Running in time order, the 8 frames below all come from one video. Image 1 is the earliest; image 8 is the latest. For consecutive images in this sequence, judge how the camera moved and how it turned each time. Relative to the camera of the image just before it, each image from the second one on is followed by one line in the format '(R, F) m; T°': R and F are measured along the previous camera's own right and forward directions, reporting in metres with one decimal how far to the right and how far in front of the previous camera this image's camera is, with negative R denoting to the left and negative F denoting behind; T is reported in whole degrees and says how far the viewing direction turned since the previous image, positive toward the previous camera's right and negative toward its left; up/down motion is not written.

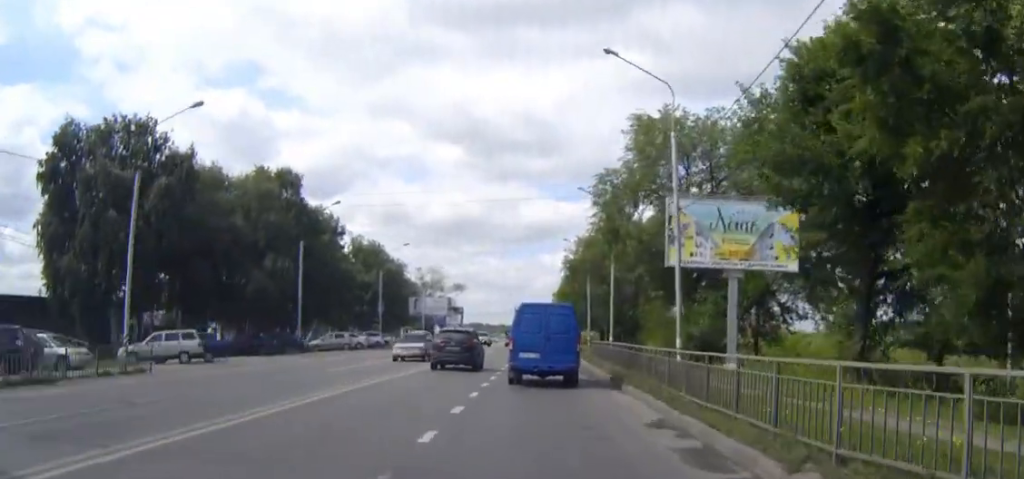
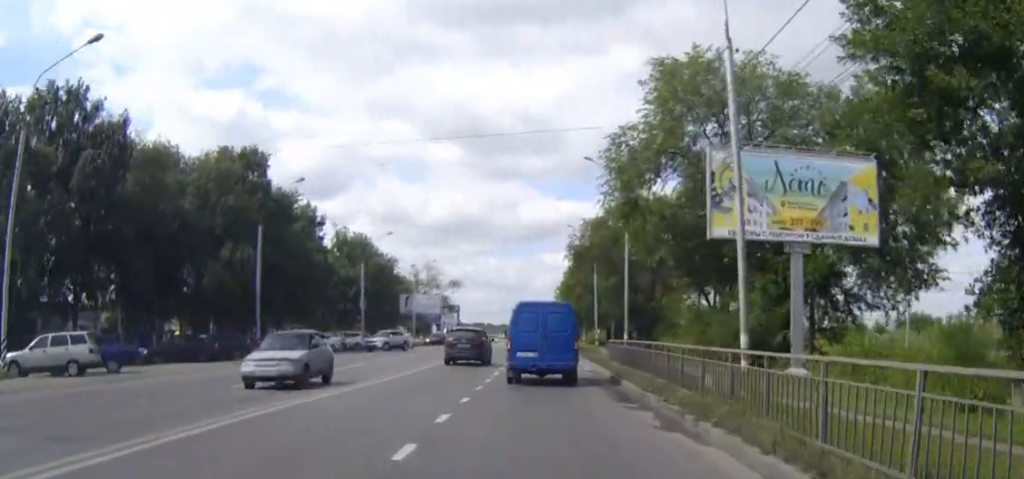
(0.0, +9.5) m; 0°
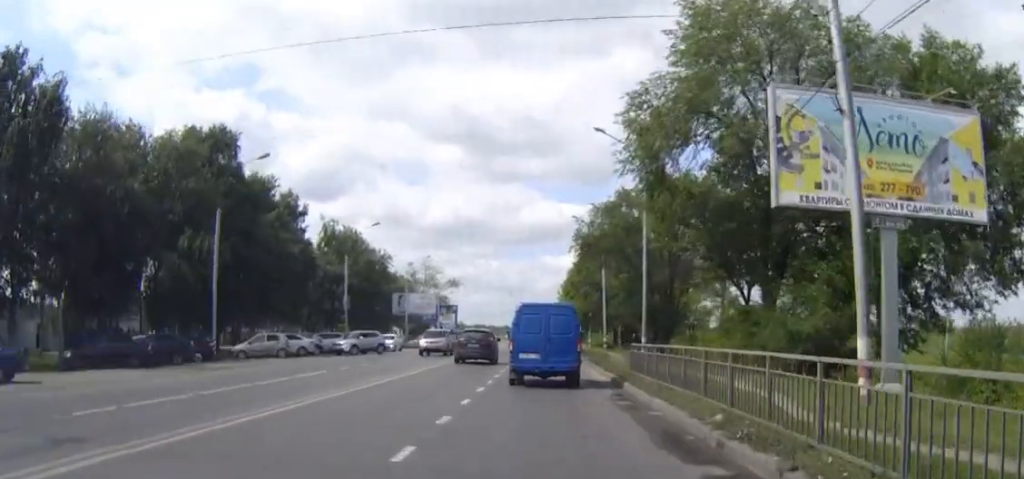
(0.0, +7.6) m; 0°
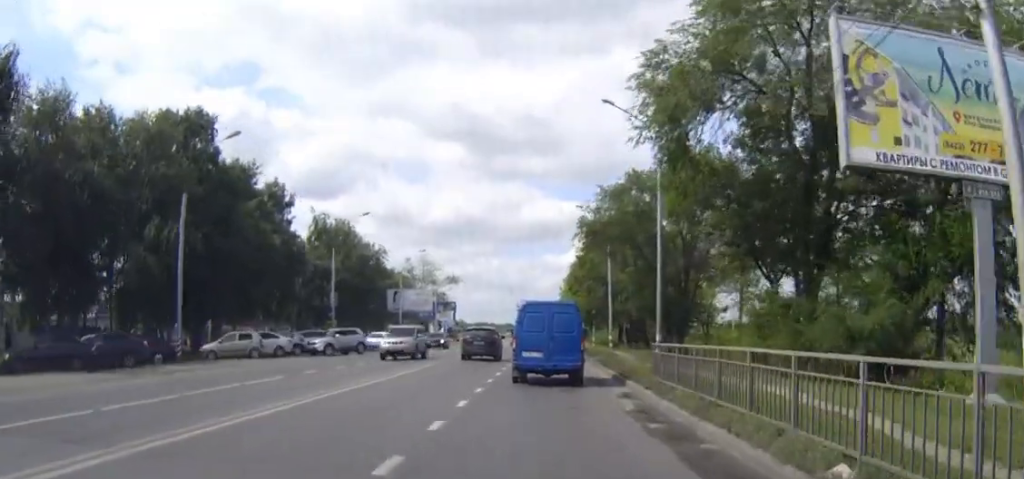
(0.0, +4.9) m; 0°
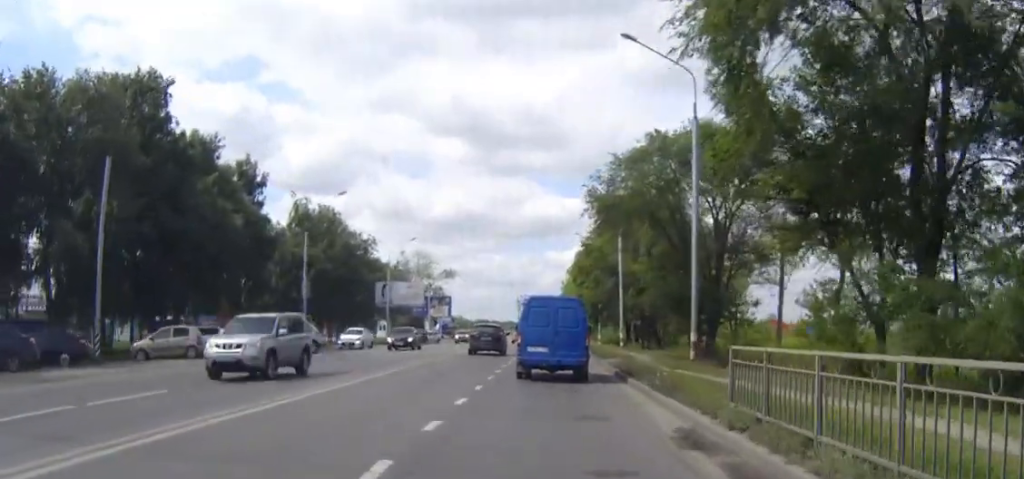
(0.0, +8.6) m; 0°
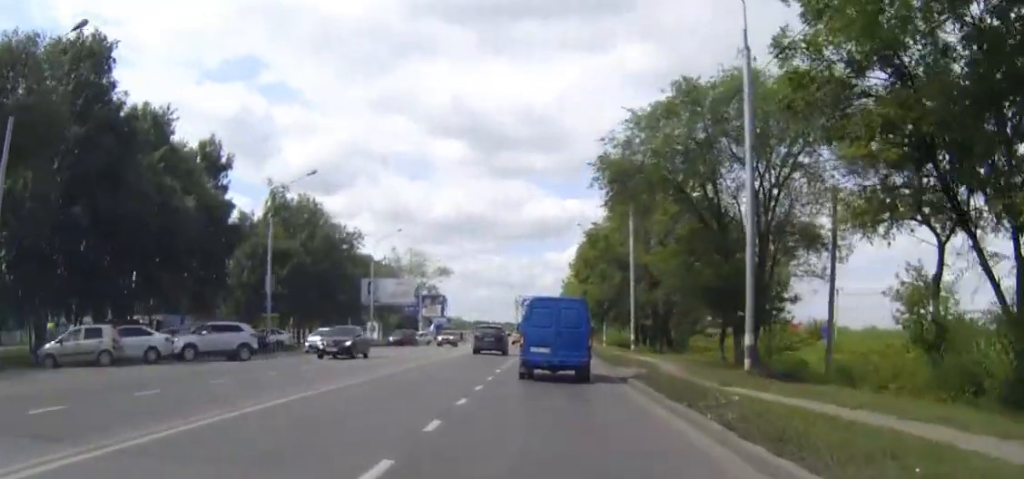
(0.0, +8.2) m; 0°
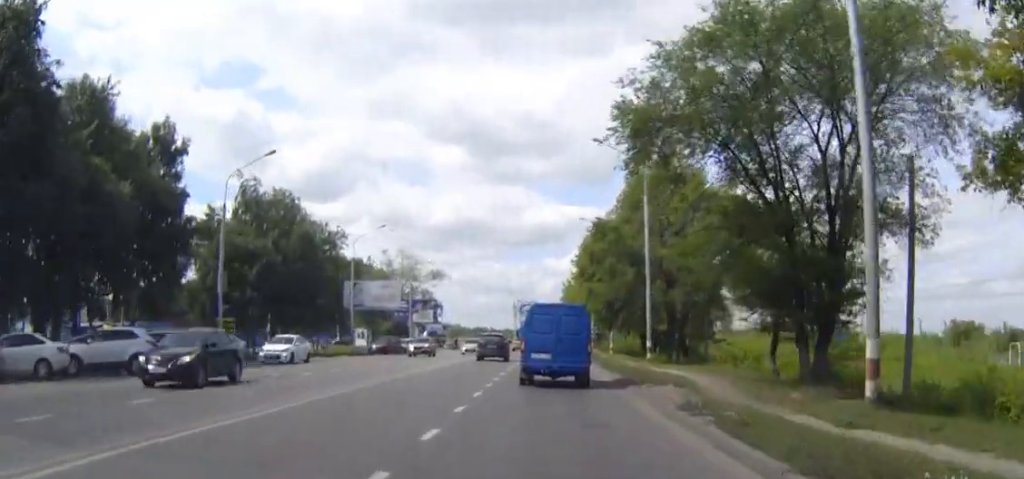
(0.0, +8.5) m; 0°
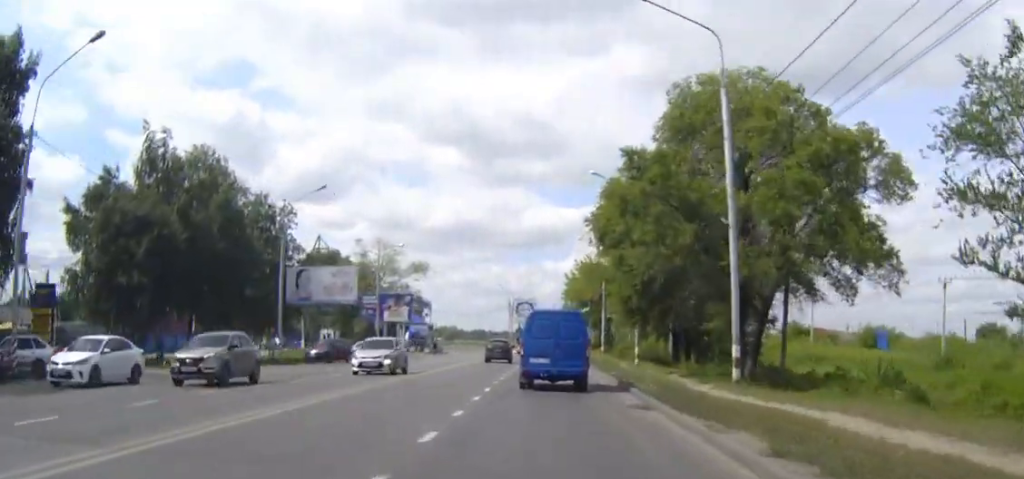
(+0.1, +20.1) m; 0°
